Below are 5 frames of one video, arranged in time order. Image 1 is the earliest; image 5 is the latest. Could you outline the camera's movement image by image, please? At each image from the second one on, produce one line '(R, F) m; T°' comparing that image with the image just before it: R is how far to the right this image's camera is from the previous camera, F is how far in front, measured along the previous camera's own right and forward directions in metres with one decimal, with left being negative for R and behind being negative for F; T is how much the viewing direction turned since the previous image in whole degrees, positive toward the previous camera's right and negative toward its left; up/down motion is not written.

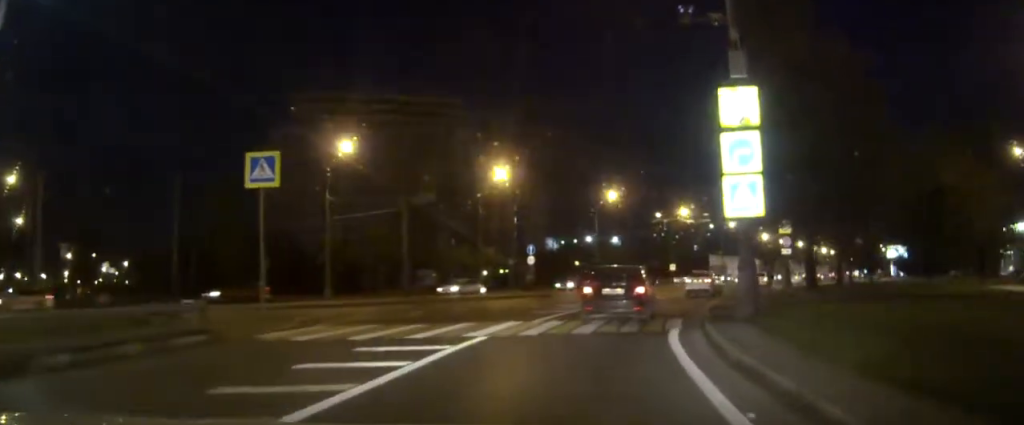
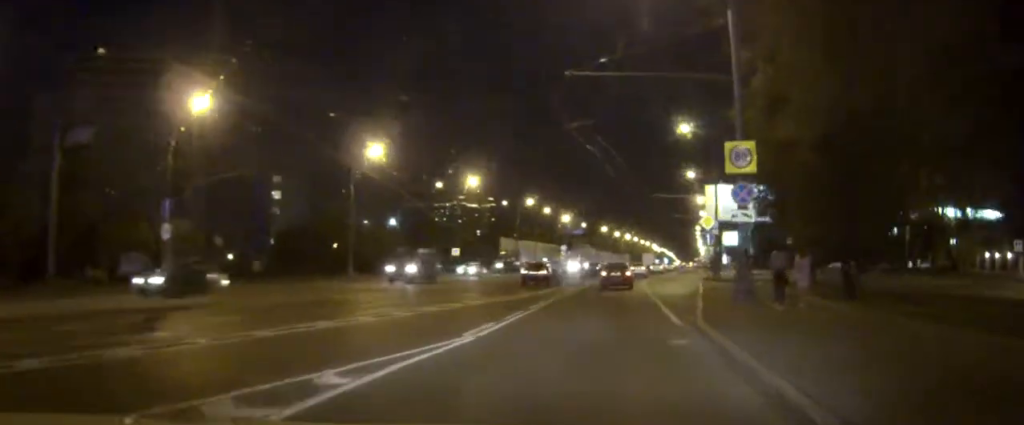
(+4.6, +28.0) m; +19°
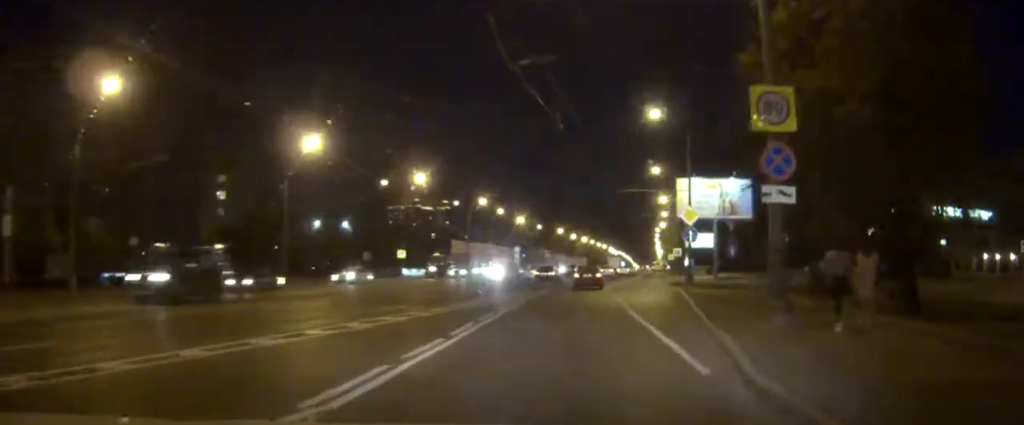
(0.0, +6.8) m; +1°
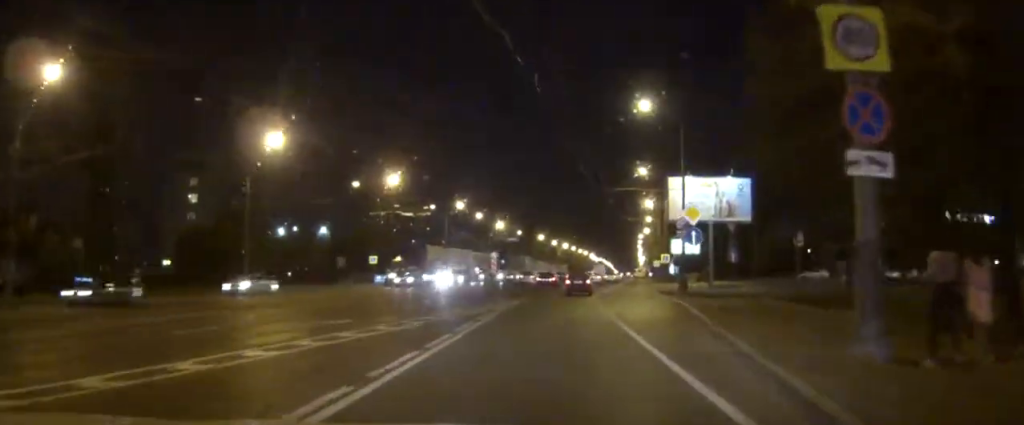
(+0.1, +4.8) m; +1°
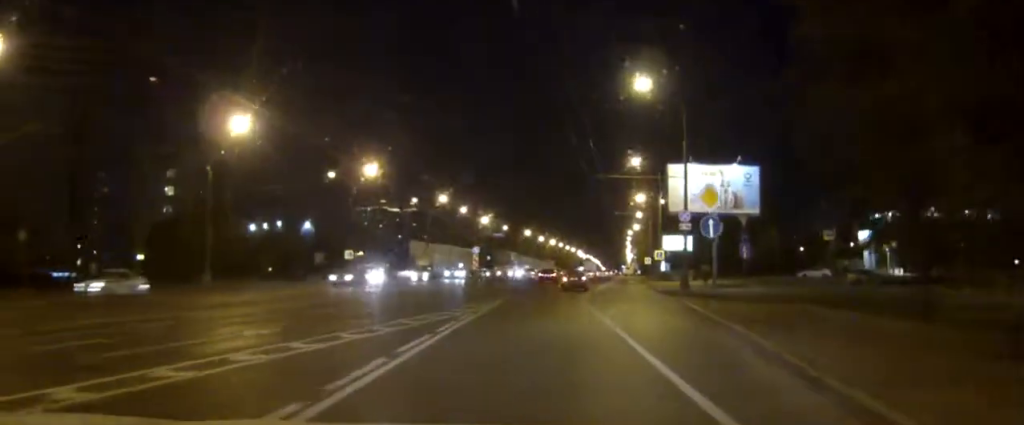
(0.0, +4.9) m; +1°
